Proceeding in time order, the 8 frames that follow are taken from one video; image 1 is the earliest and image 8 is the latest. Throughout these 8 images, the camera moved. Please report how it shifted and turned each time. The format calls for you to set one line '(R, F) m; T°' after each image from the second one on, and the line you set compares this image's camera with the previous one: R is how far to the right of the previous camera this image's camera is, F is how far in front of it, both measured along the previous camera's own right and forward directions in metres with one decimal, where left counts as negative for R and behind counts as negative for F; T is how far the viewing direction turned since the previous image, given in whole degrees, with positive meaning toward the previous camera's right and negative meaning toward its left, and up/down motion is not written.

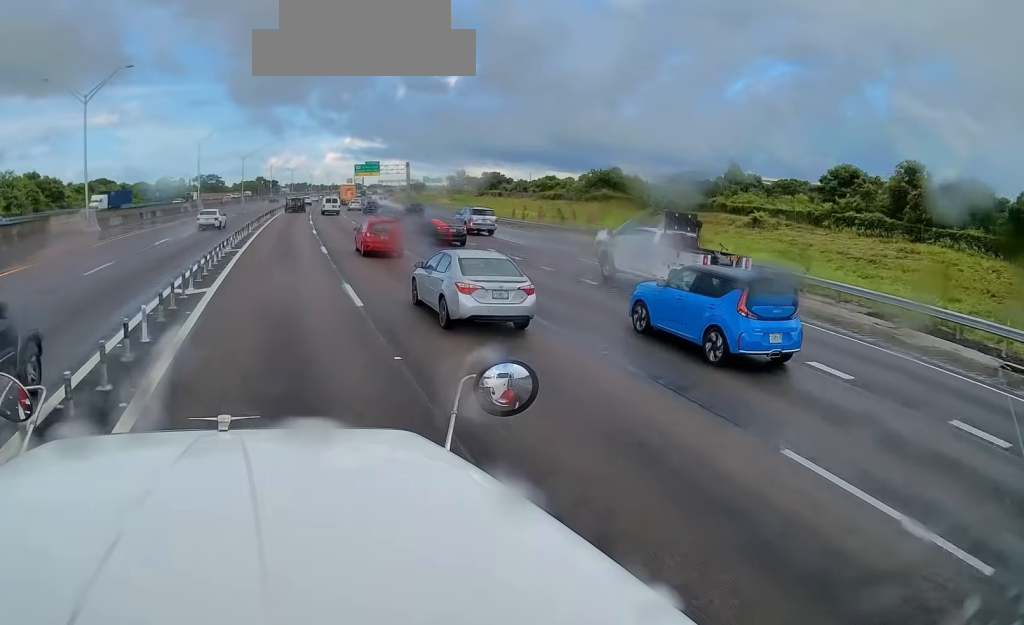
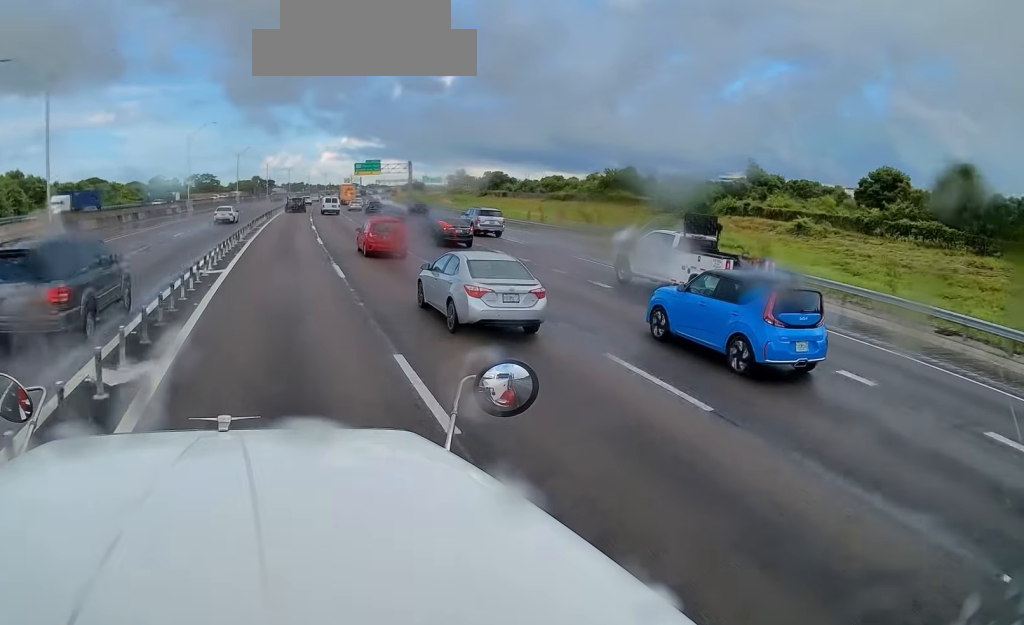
(0.0, +6.9) m; +1°
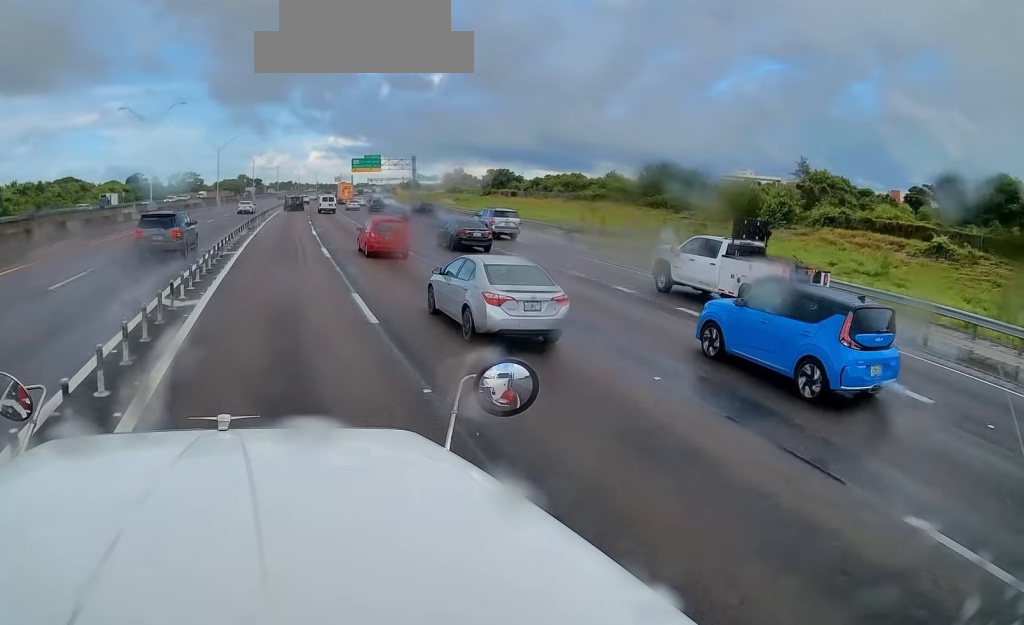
(+0.3, +15.5) m; +2°
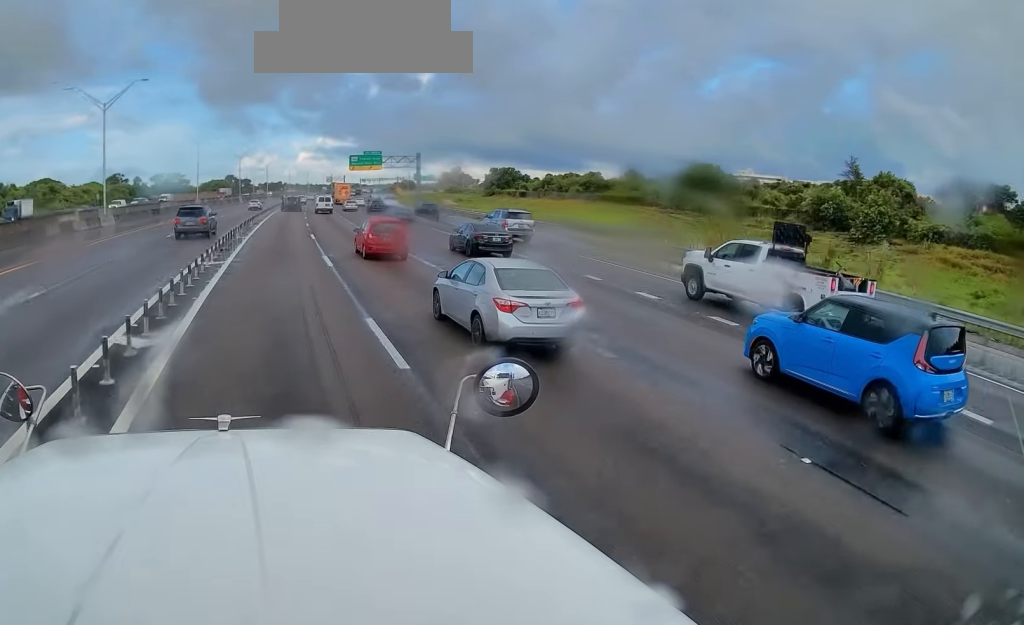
(+0.2, +14.2) m; +1°
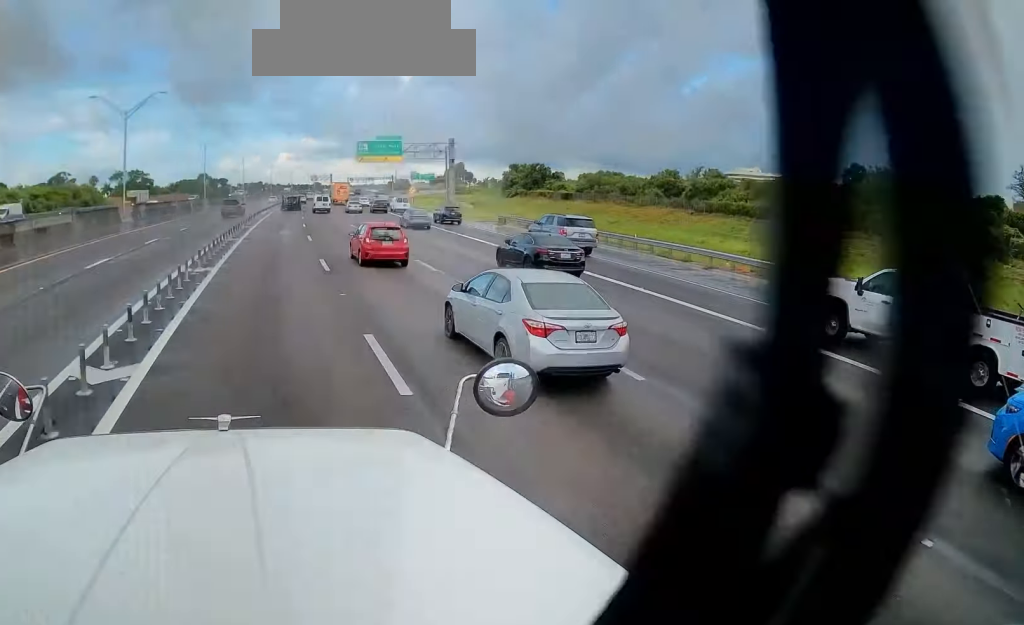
(+0.7, +37.4) m; +2°
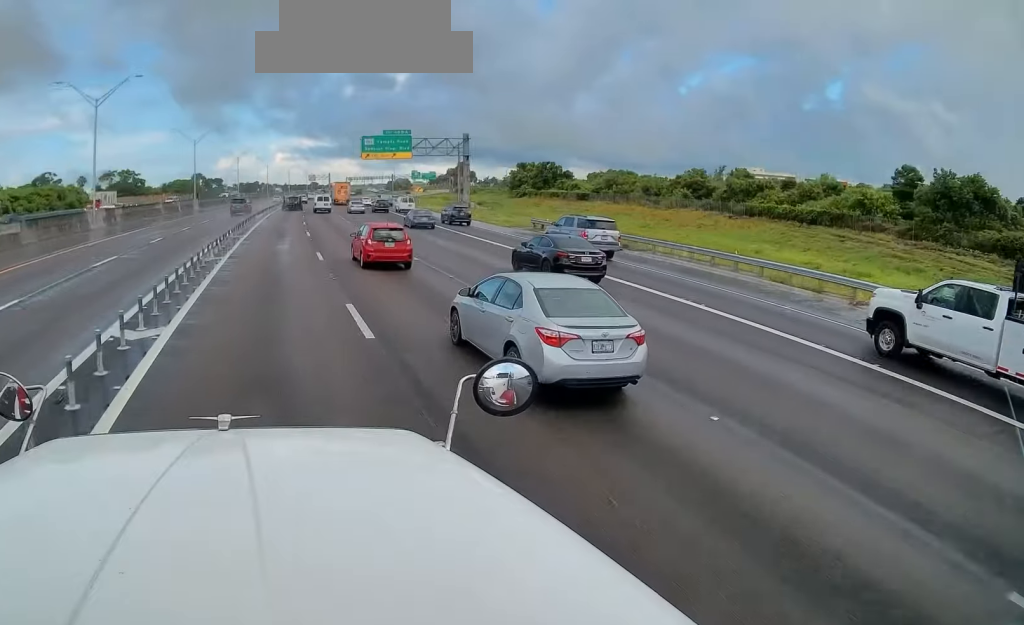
(0.0, +9.3) m; 0°
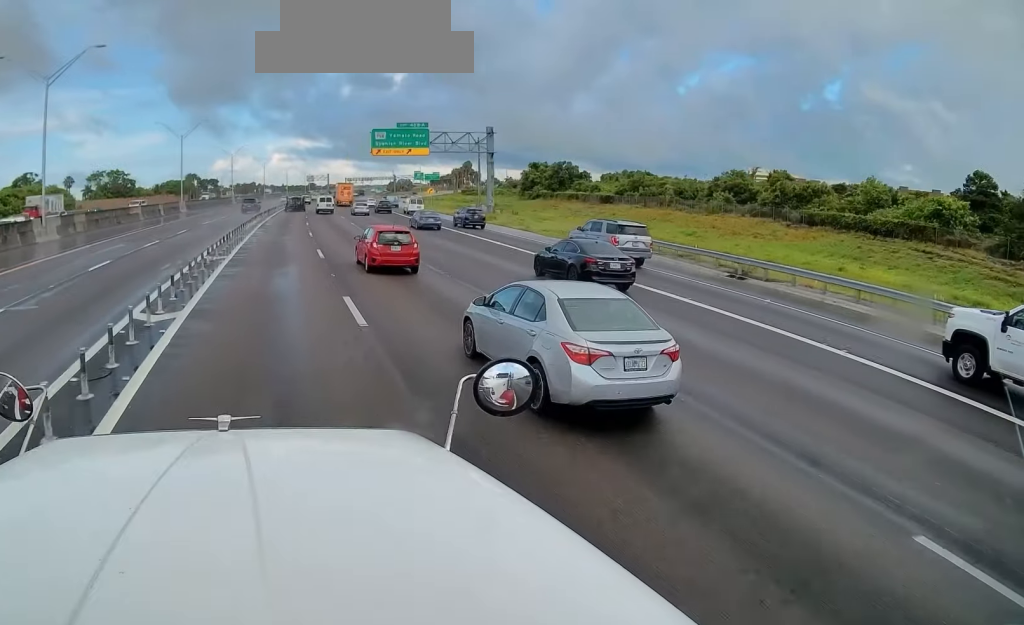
(0.0, +11.3) m; +1°
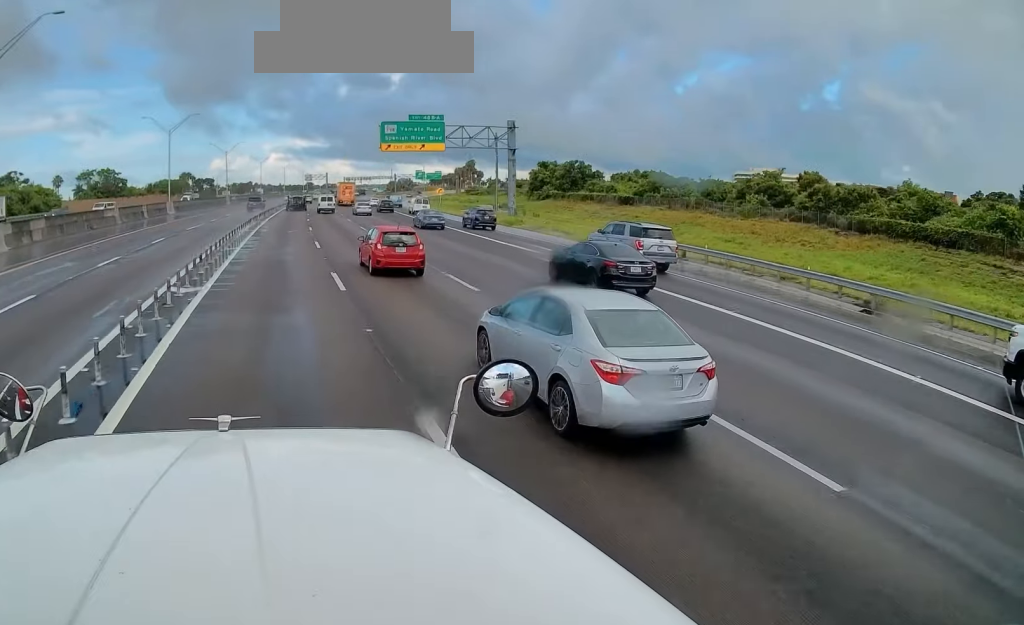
(+0.1, +8.2) m; 0°
